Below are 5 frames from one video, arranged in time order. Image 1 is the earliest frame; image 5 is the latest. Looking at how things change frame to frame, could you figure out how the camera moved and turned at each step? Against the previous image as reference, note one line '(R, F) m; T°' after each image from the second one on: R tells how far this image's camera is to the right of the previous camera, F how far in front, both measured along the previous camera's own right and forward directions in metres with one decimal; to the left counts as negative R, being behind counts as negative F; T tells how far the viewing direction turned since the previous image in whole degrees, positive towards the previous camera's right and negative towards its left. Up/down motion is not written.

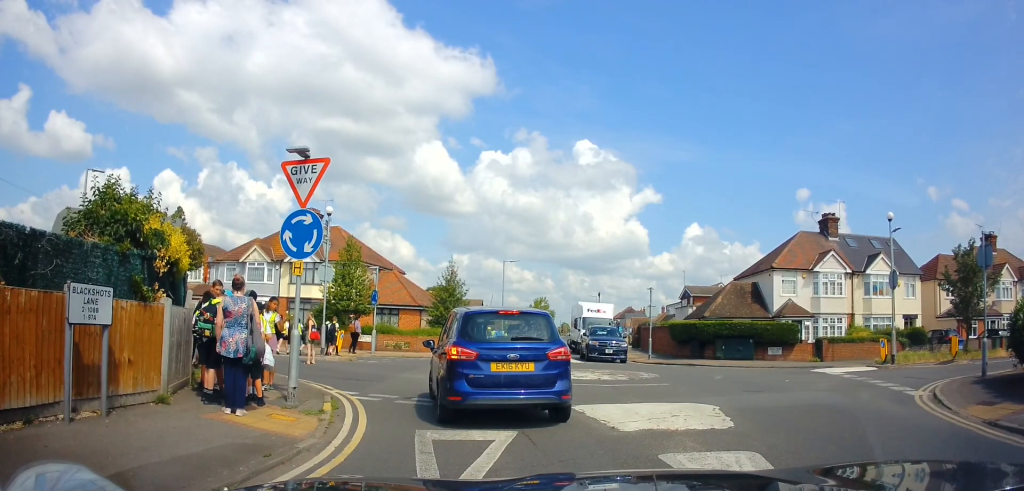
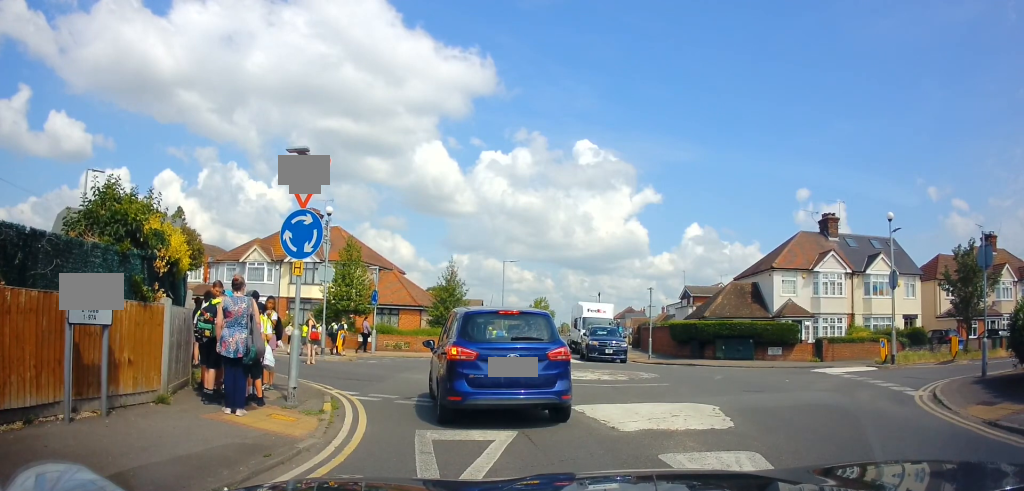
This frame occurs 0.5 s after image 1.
(0.0, 0.0) m; 0°
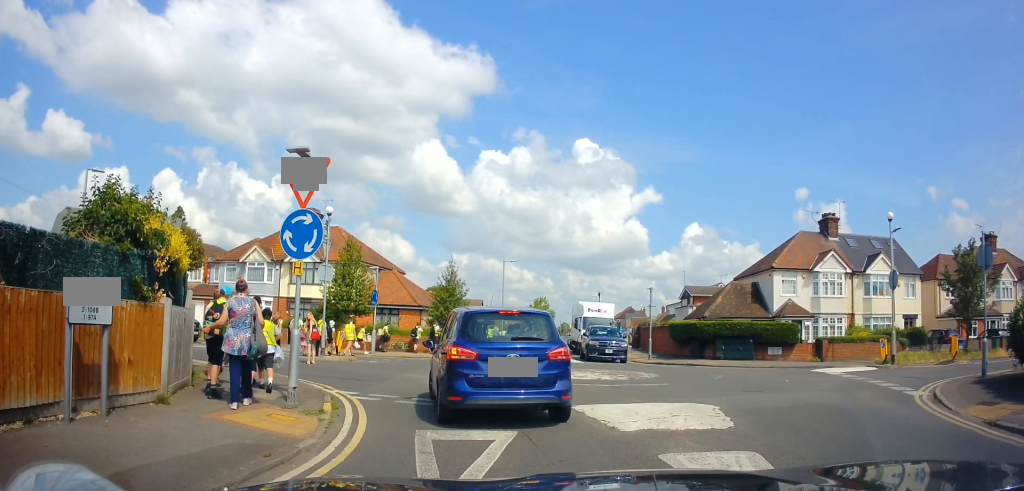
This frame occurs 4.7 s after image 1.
(0.0, 0.0) m; 0°
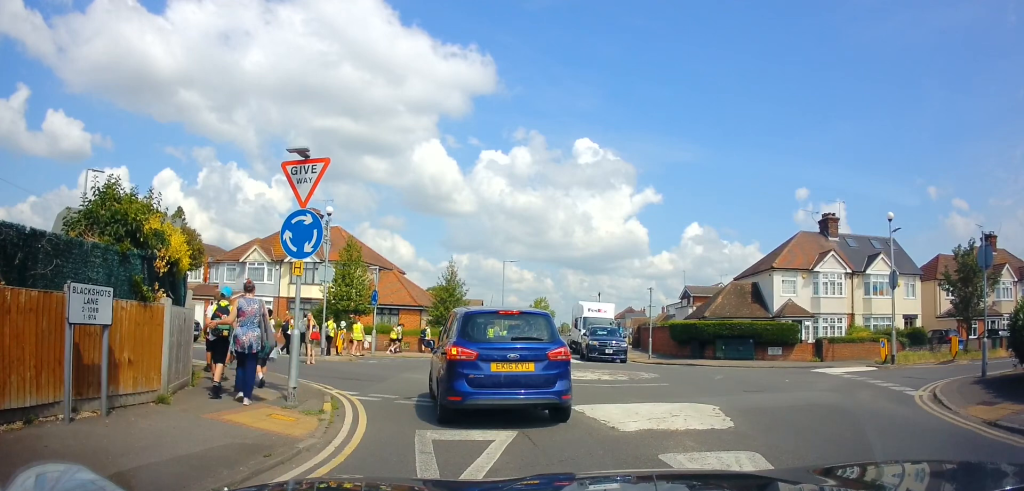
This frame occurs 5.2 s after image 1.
(0.0, 0.0) m; 0°
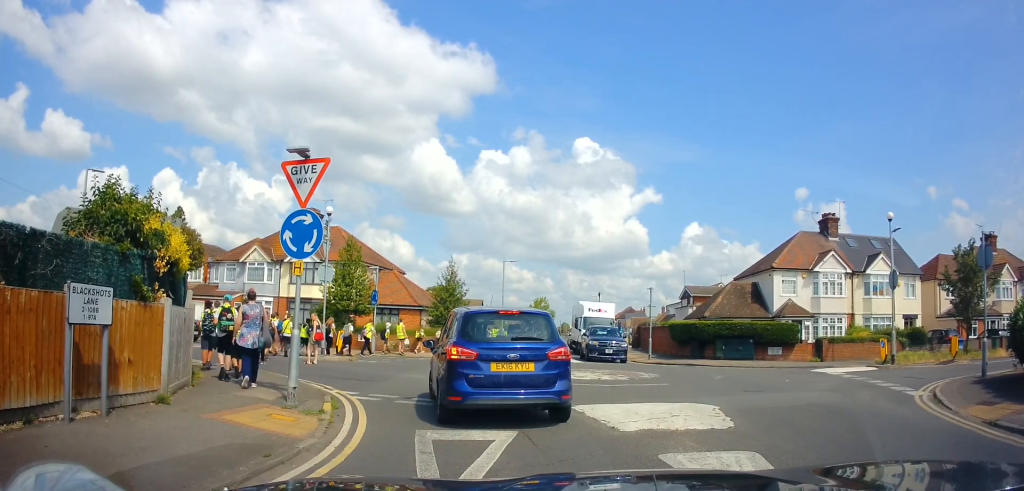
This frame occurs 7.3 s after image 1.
(0.0, 0.0) m; 0°
